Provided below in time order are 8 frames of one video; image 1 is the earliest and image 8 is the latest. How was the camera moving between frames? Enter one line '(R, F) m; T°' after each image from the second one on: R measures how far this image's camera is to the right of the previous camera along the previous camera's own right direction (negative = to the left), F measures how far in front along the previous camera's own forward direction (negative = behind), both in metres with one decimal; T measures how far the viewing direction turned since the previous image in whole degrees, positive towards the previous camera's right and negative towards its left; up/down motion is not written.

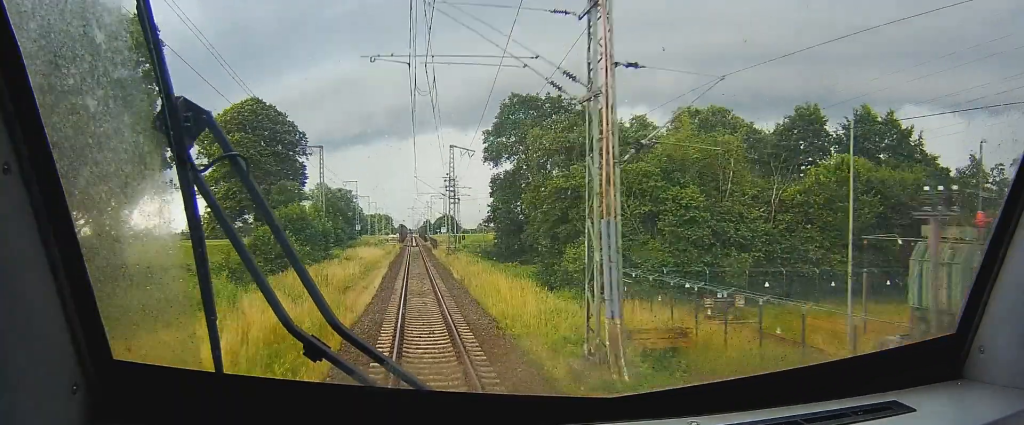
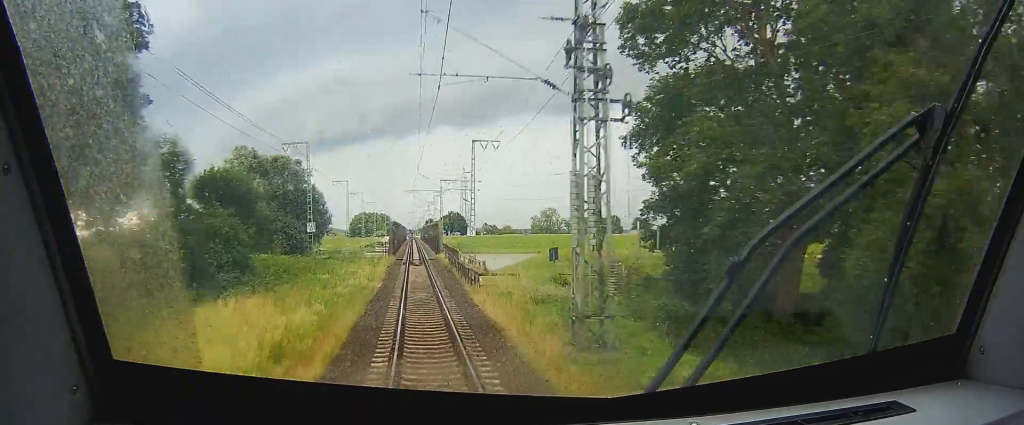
(+0.1, +53.8) m; 0°
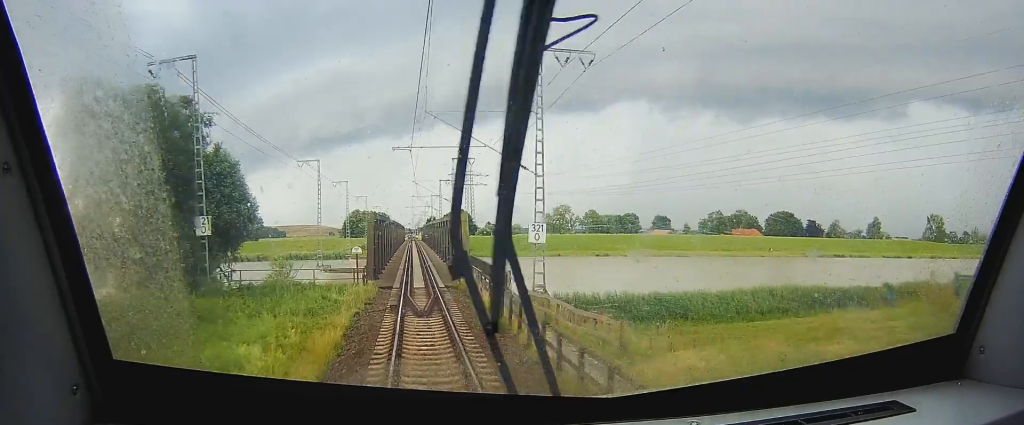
(0.0, +32.4) m; 0°
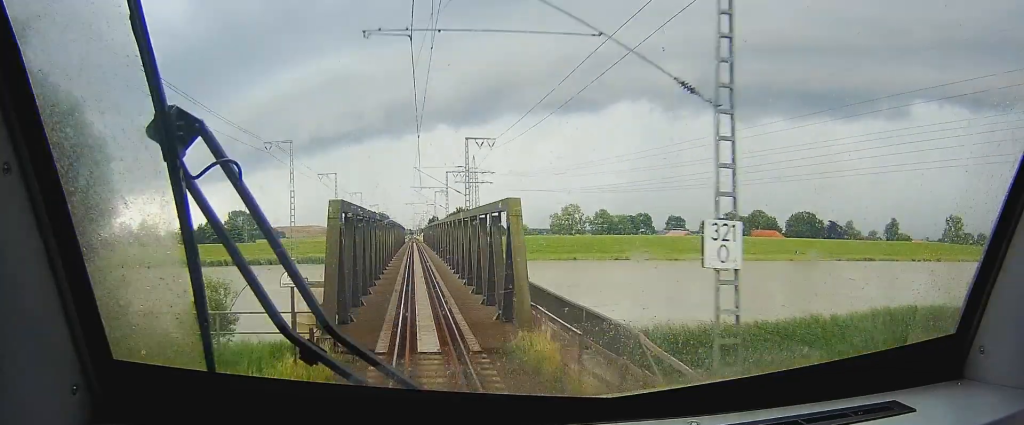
(0.0, +17.9) m; 0°
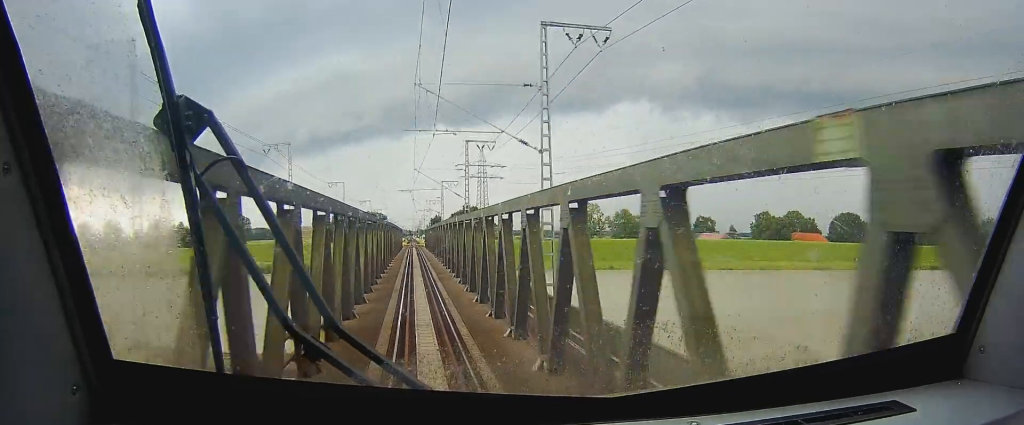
(0.0, +33.4) m; 0°
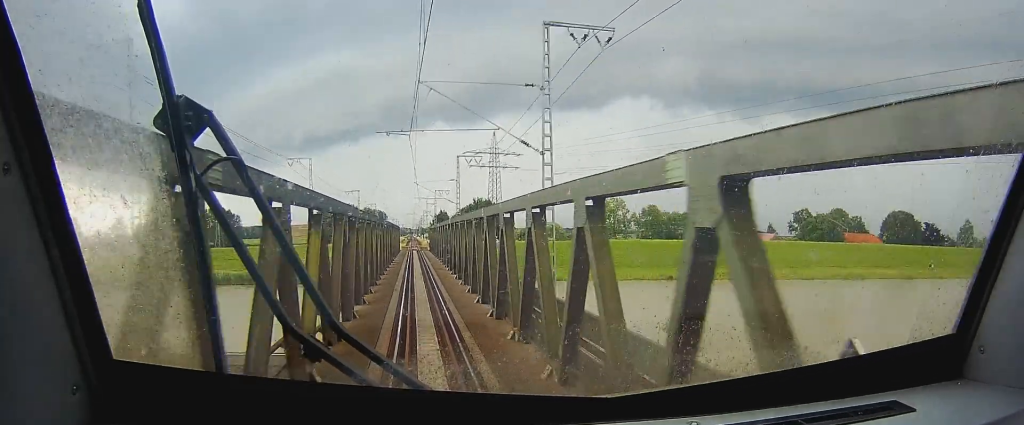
(-0.1, +32.2) m; 0°
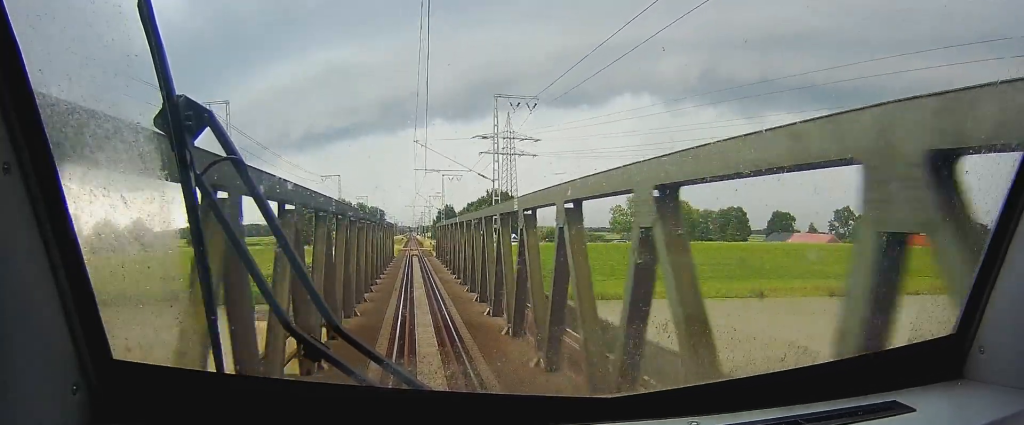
(0.0, +31.1) m; 0°
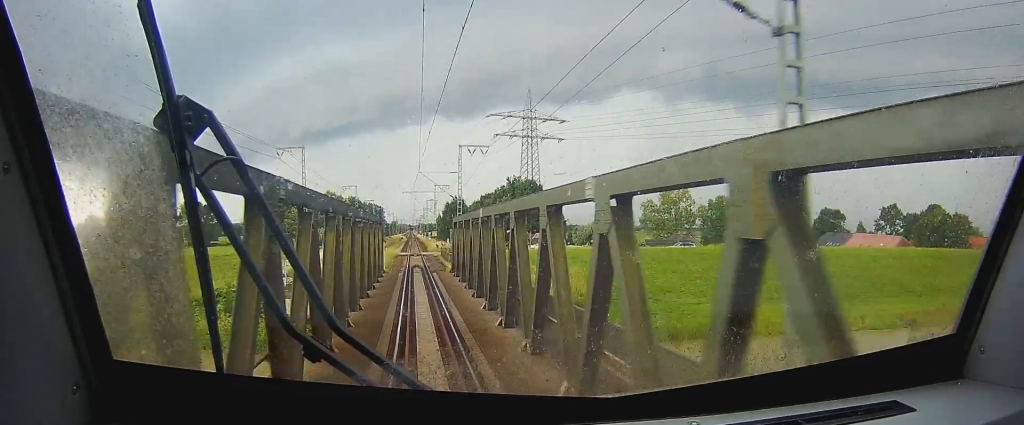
(0.0, +28.9) m; 0°
